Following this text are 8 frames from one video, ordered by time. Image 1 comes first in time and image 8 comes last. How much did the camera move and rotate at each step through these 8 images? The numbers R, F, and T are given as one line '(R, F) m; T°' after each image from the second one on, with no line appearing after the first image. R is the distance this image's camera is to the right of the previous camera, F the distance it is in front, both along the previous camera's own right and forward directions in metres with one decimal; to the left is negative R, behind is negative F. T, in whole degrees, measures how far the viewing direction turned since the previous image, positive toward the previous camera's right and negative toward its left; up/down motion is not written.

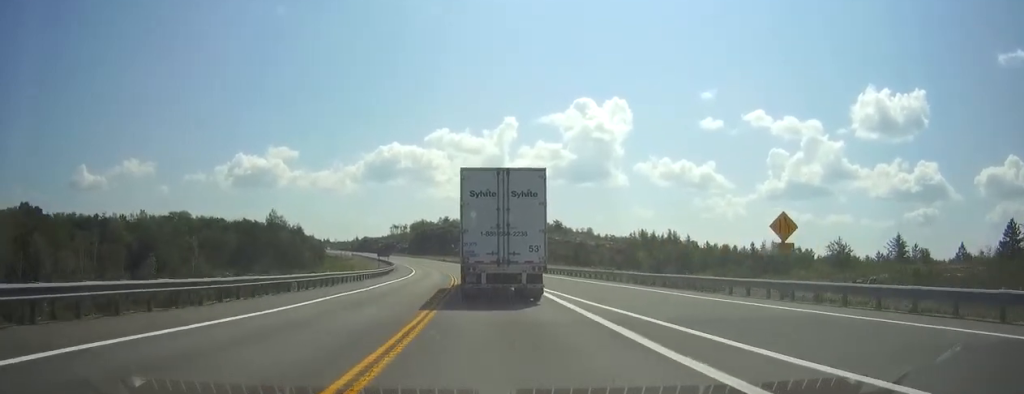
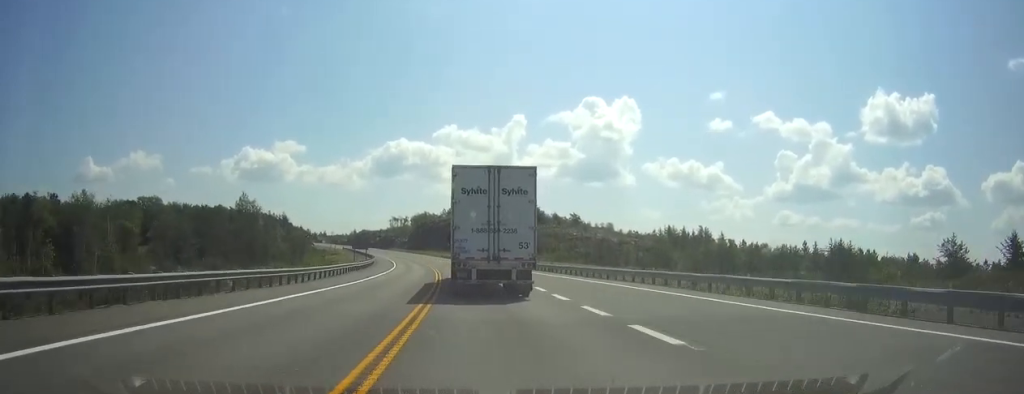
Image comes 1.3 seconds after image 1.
(-0.1, +33.3) m; -1°
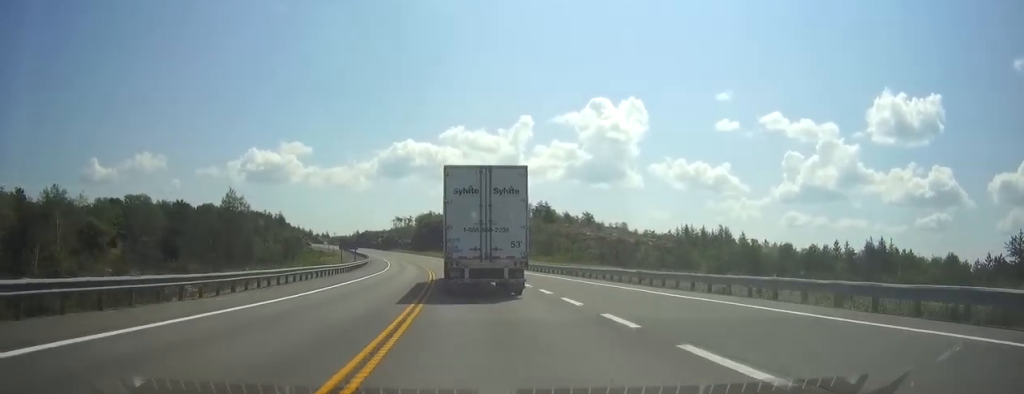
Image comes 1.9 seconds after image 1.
(-0.1, +14.5) m; 0°
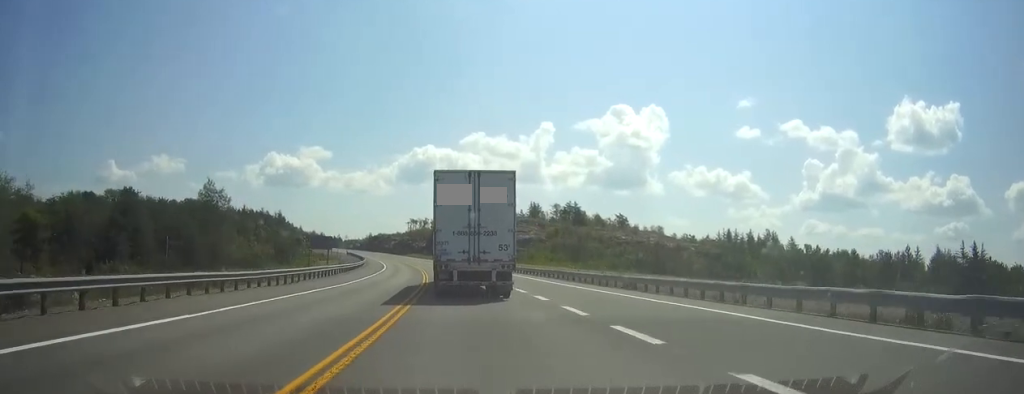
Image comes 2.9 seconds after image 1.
(-0.1, +25.6) m; -1°
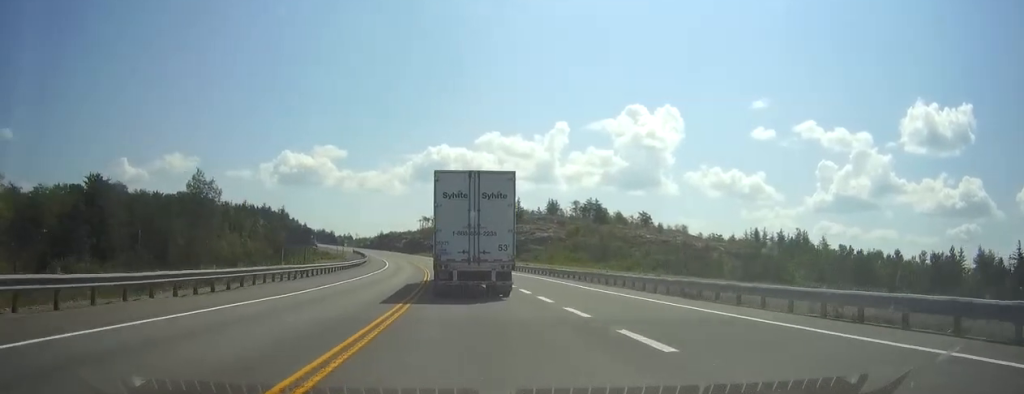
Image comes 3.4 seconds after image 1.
(-0.1, +12.8) m; -1°
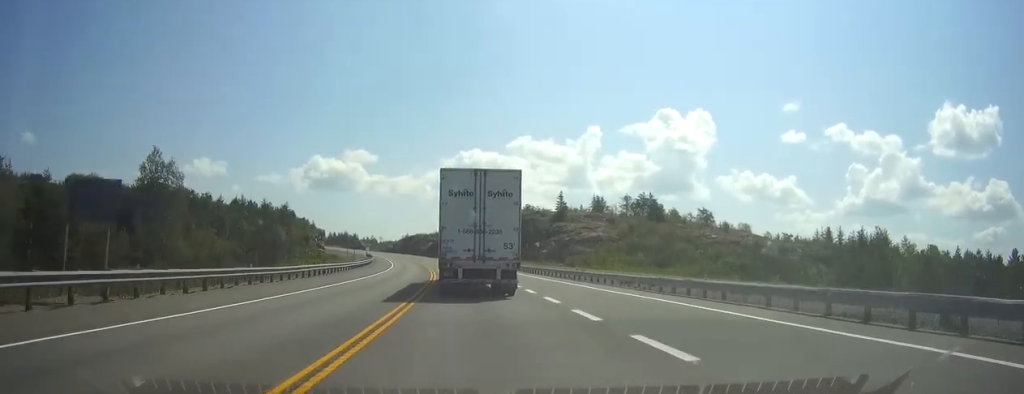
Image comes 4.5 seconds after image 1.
(-0.6, +30.1) m; -2°
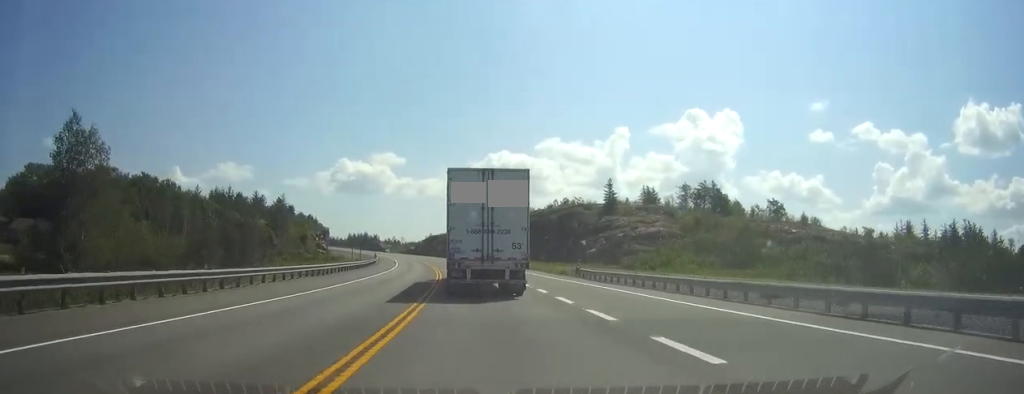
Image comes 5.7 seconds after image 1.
(-0.7, +29.5) m; -3°
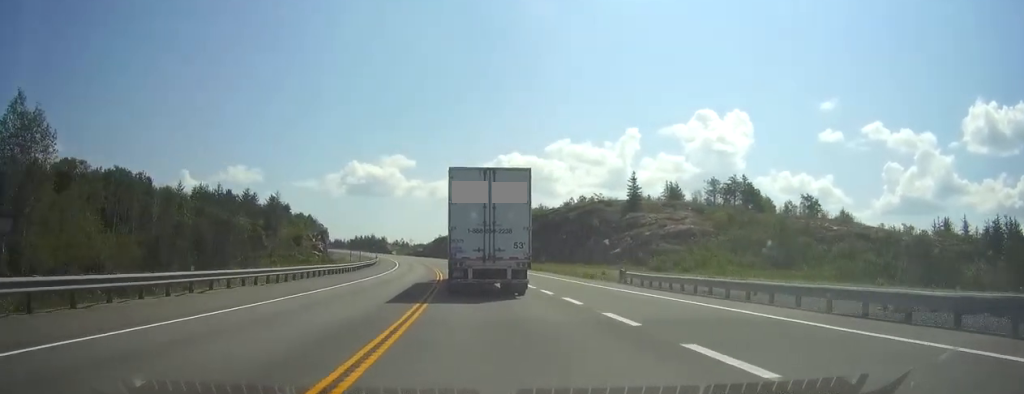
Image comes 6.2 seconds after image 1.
(-0.1, +13.1) m; -1°
